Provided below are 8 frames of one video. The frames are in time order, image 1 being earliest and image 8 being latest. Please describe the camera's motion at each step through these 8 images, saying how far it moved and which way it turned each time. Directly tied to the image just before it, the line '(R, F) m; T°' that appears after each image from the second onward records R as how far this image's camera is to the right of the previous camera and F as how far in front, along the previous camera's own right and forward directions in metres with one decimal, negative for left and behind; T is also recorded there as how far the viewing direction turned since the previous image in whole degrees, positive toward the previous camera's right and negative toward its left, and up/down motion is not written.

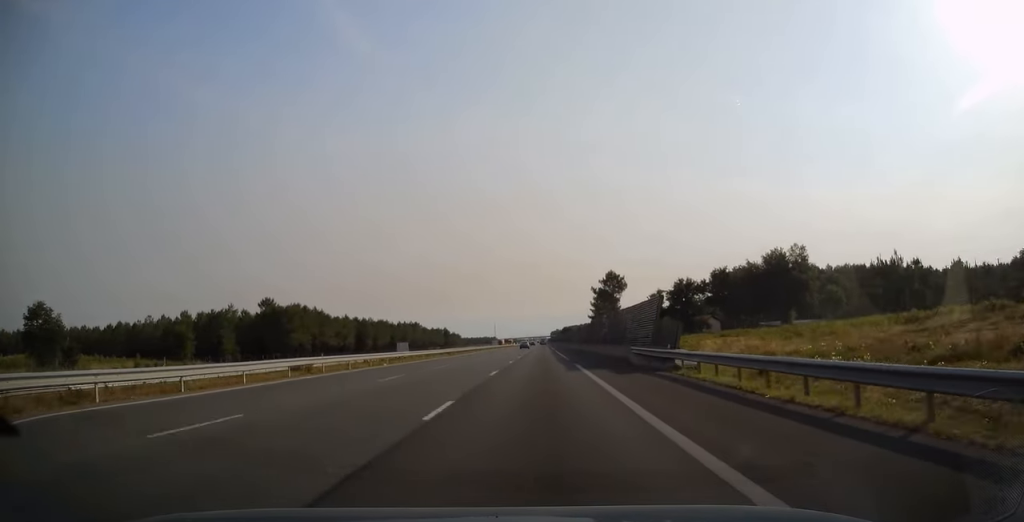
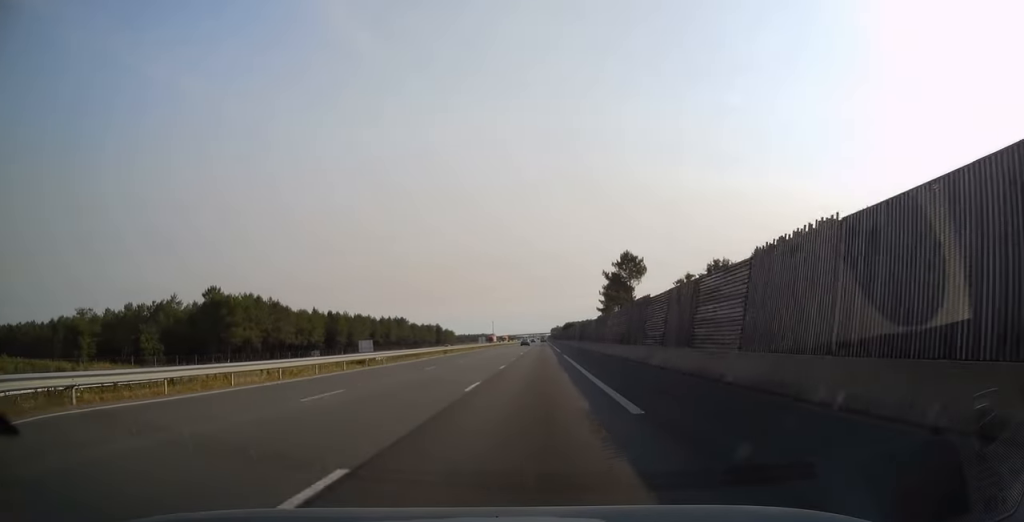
(+0.2, +32.8) m; 0°
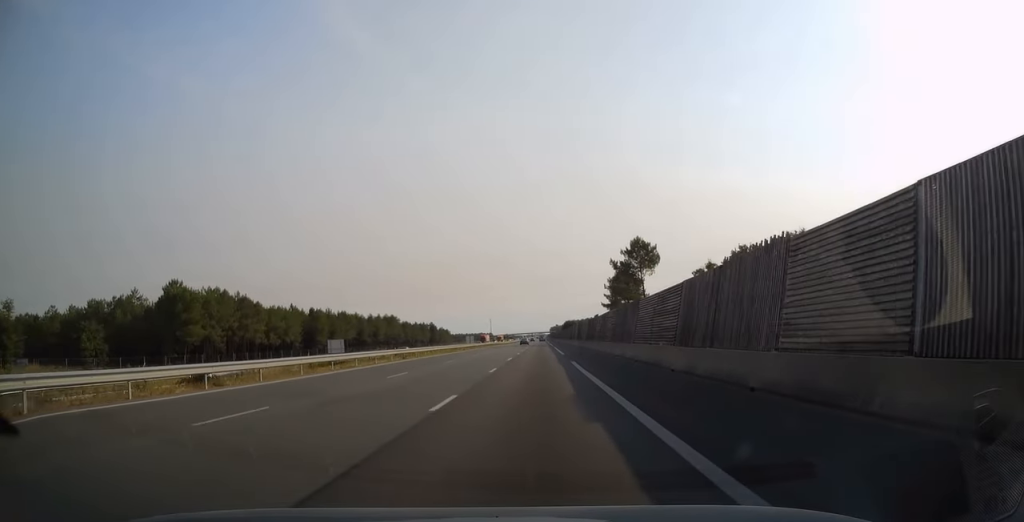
(-0.1, +17.7) m; 0°
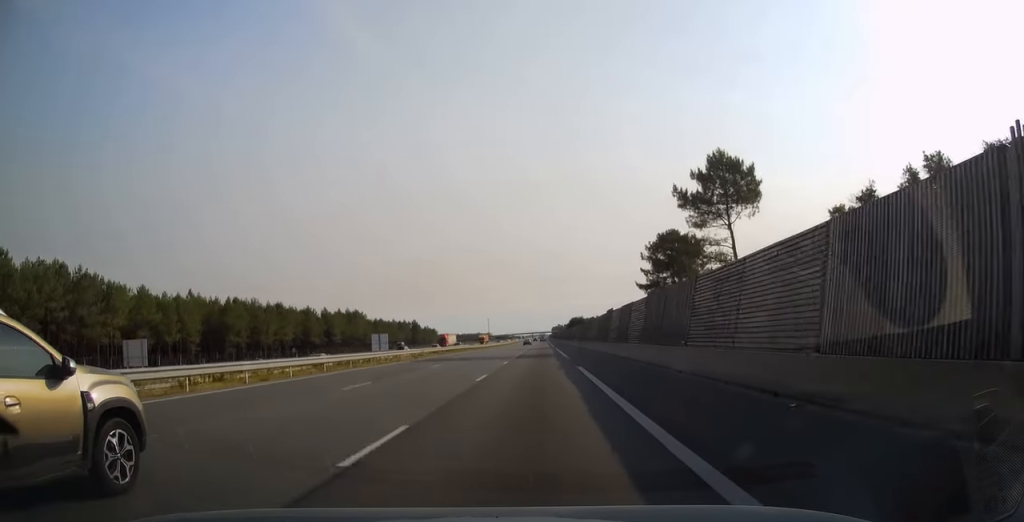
(-0.1, +57.2) m; 0°
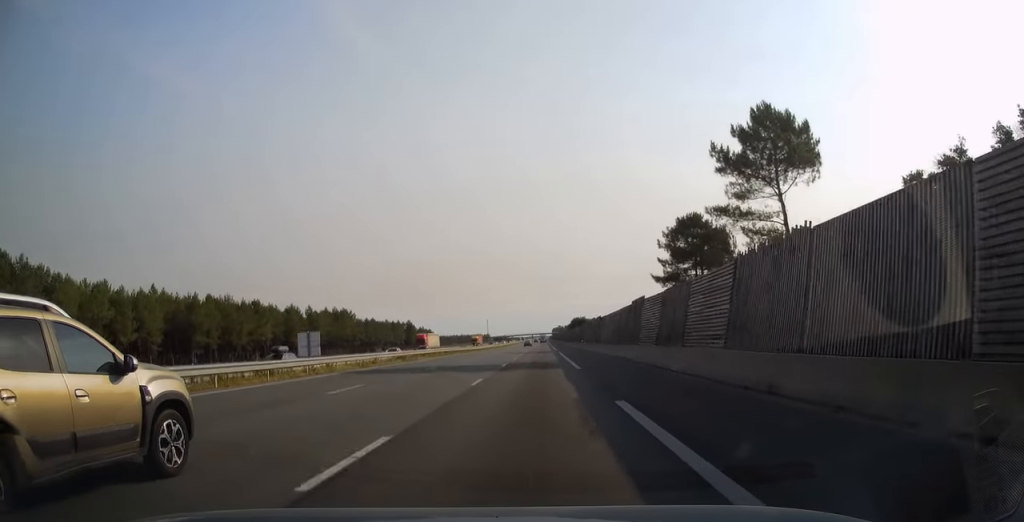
(0.0, +14.3) m; 0°
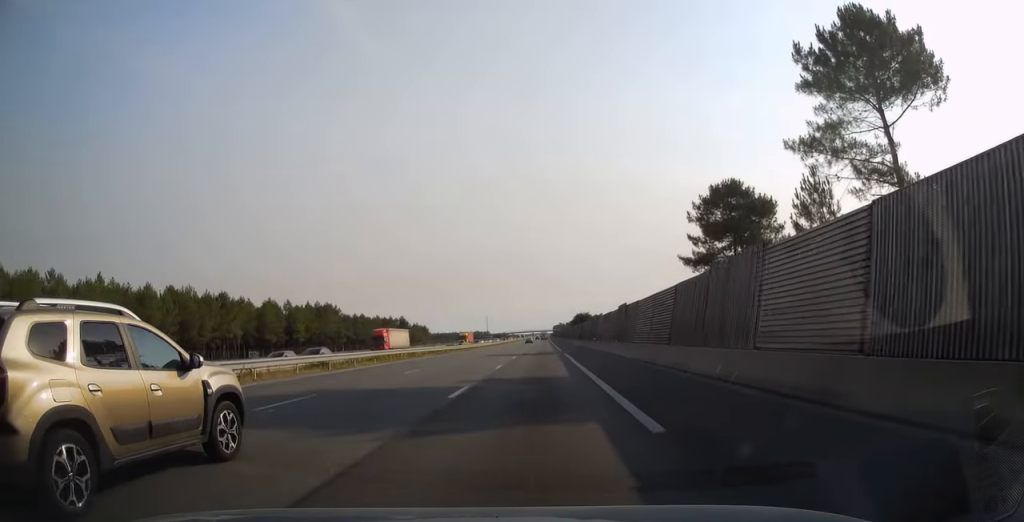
(0.0, +17.3) m; 0°
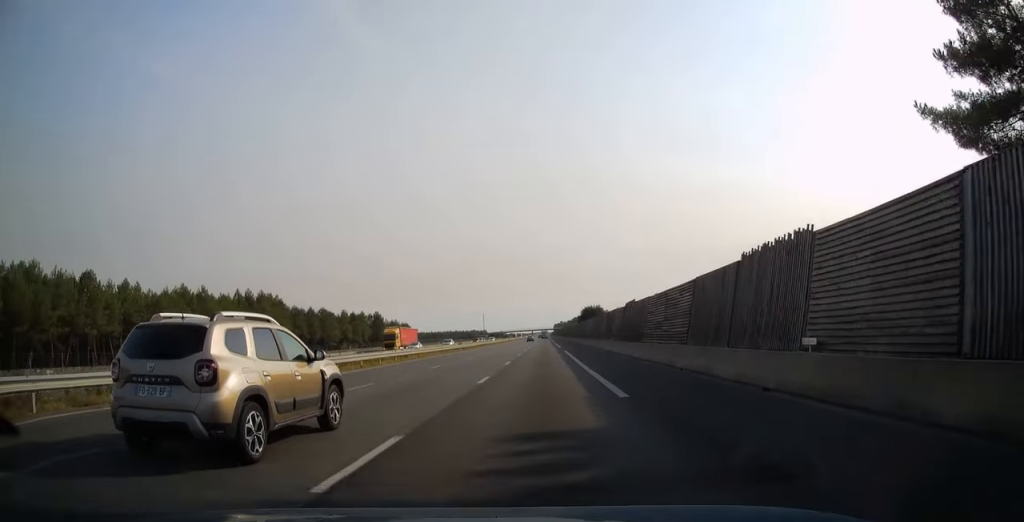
(0.0, +47.4) m; 0°
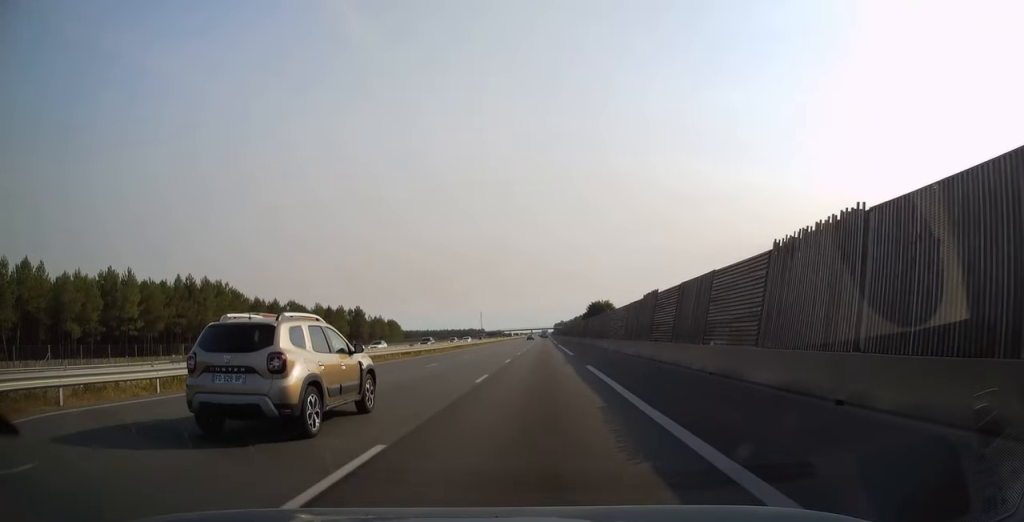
(0.0, +27.2) m; 0°
